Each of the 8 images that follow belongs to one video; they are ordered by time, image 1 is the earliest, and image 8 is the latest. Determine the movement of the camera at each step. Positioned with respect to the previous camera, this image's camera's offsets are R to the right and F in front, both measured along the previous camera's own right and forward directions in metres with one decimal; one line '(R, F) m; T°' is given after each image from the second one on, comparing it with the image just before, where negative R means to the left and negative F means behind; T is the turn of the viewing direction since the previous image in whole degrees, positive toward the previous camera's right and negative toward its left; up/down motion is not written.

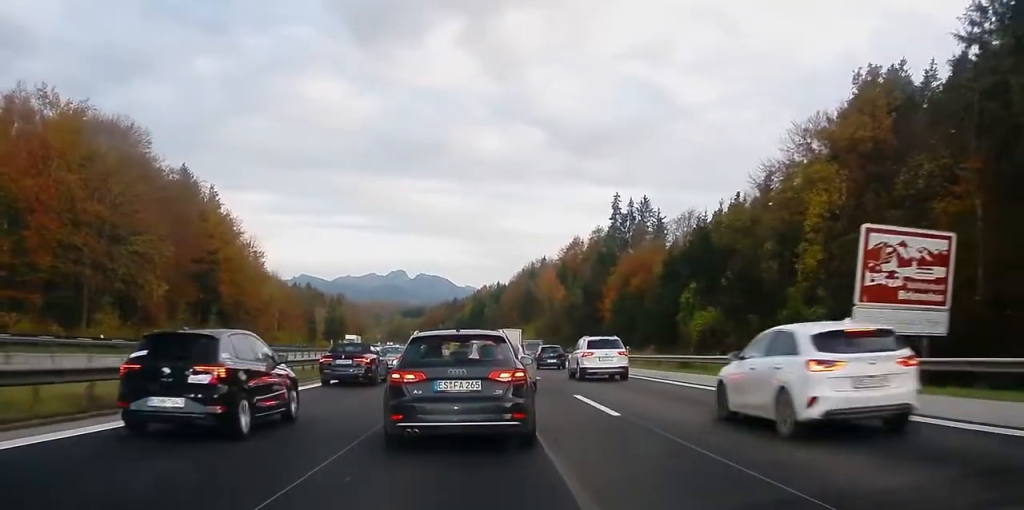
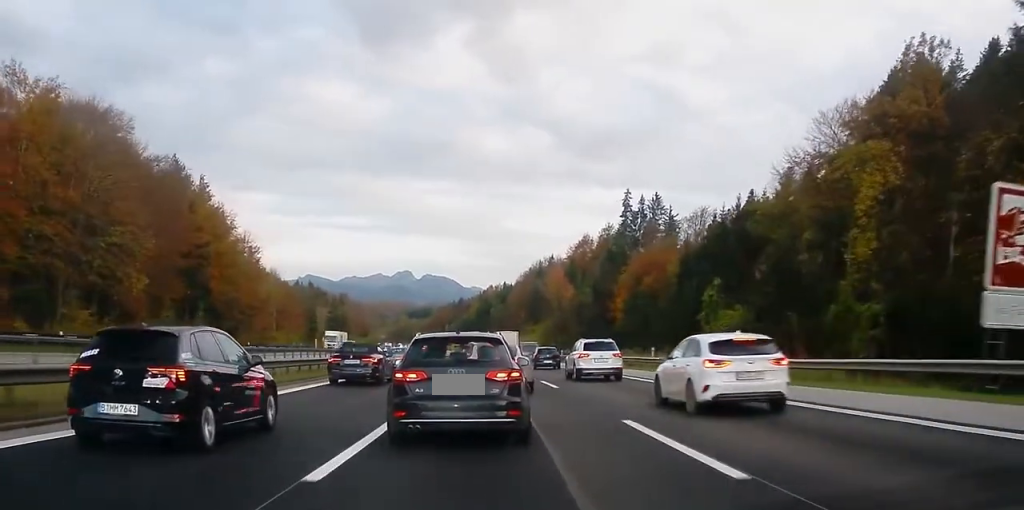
(0.0, +6.6) m; 0°
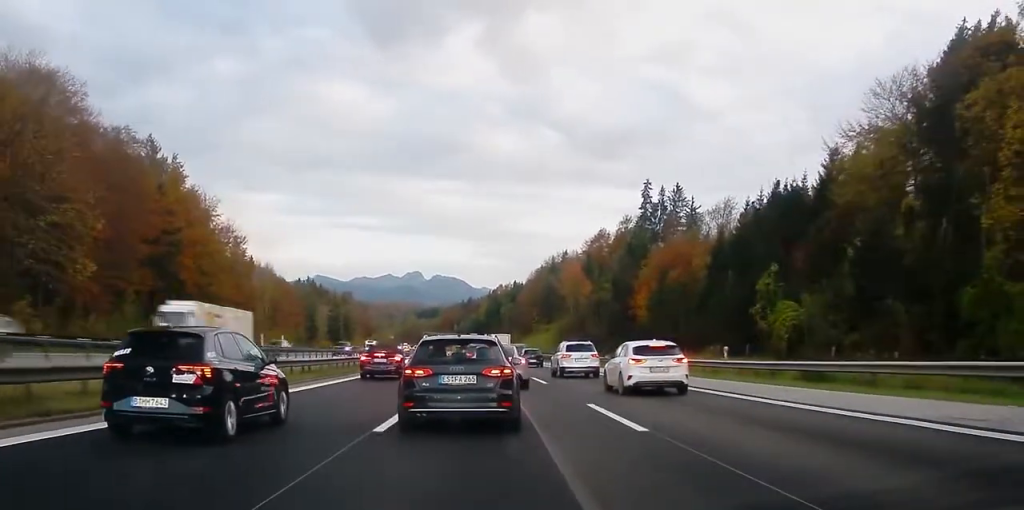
(0.0, +13.8) m; 0°
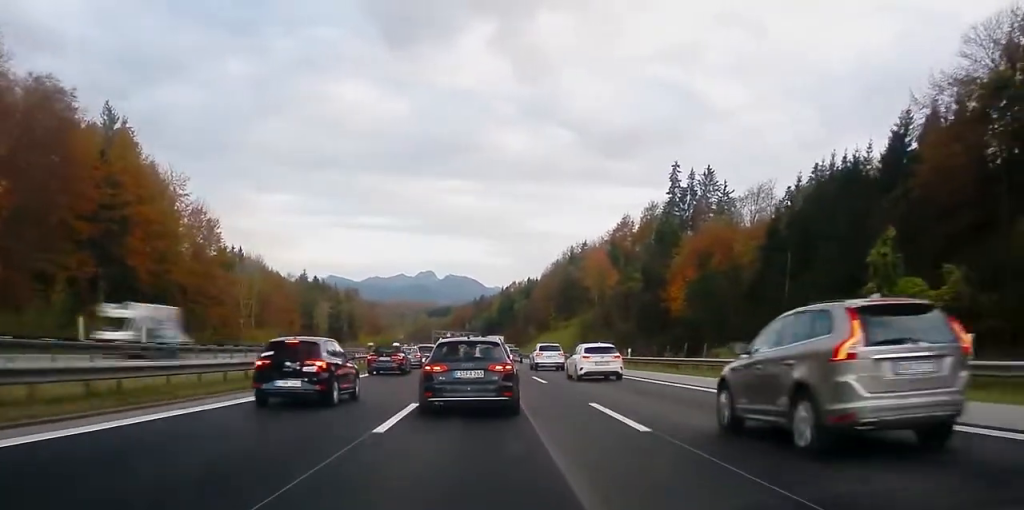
(0.0, +20.2) m; -1°
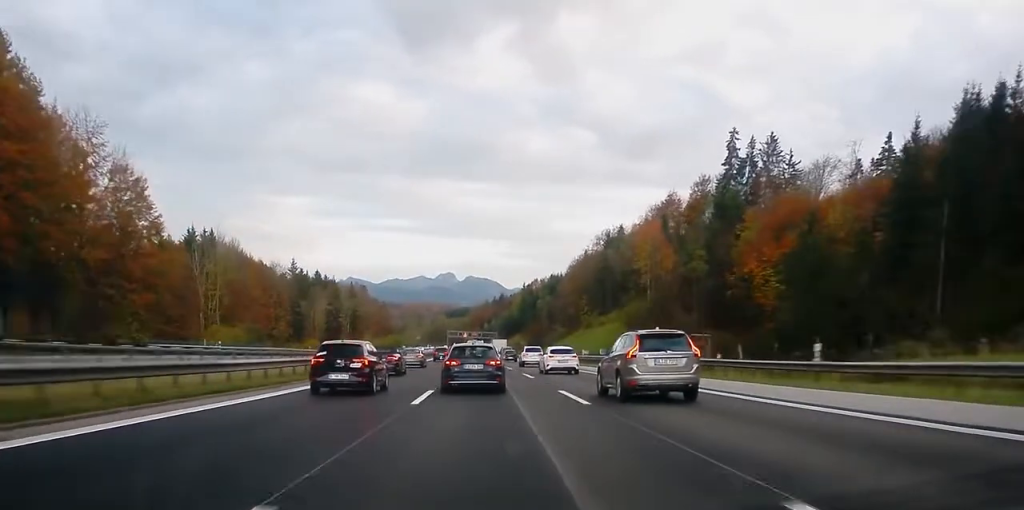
(-0.7, +36.4) m; -2°
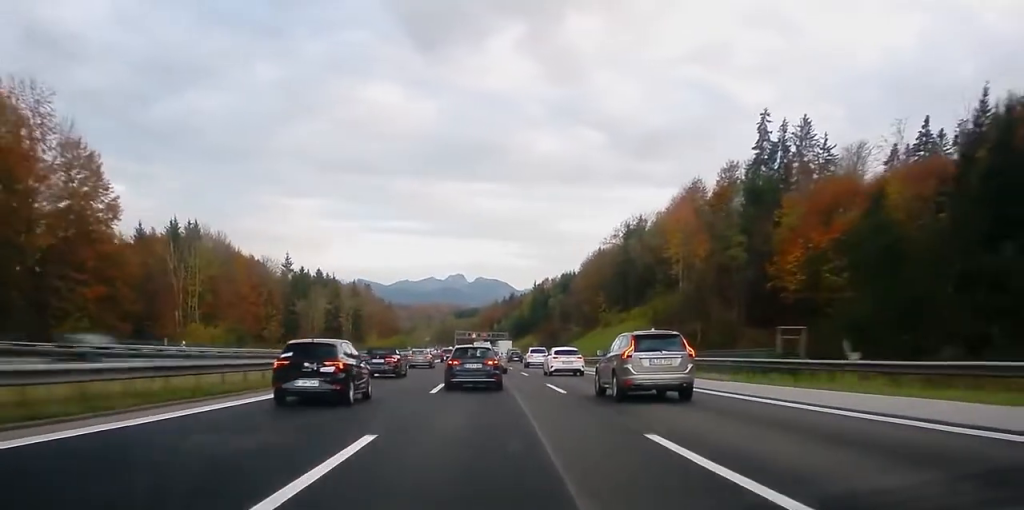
(+0.1, +12.0) m; 0°
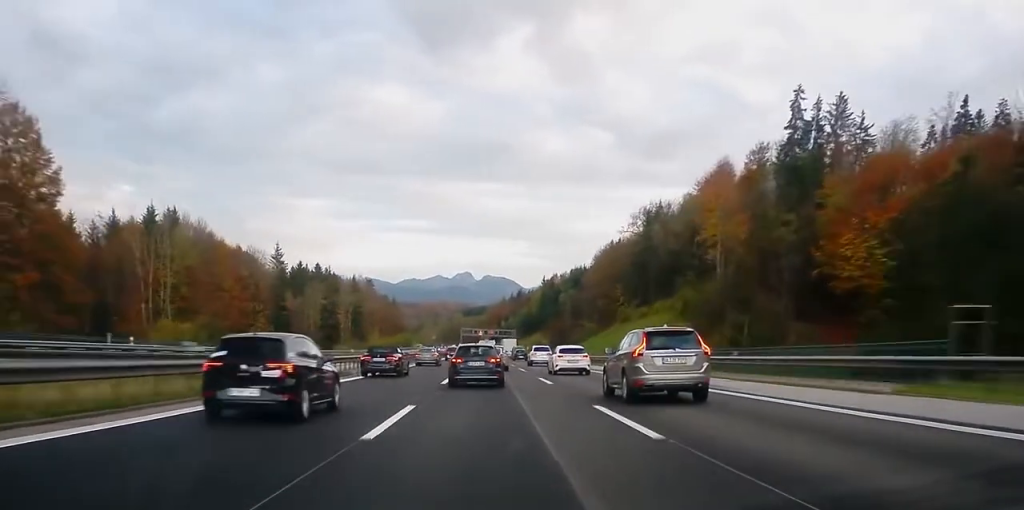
(-0.1, +12.0) m; 0°
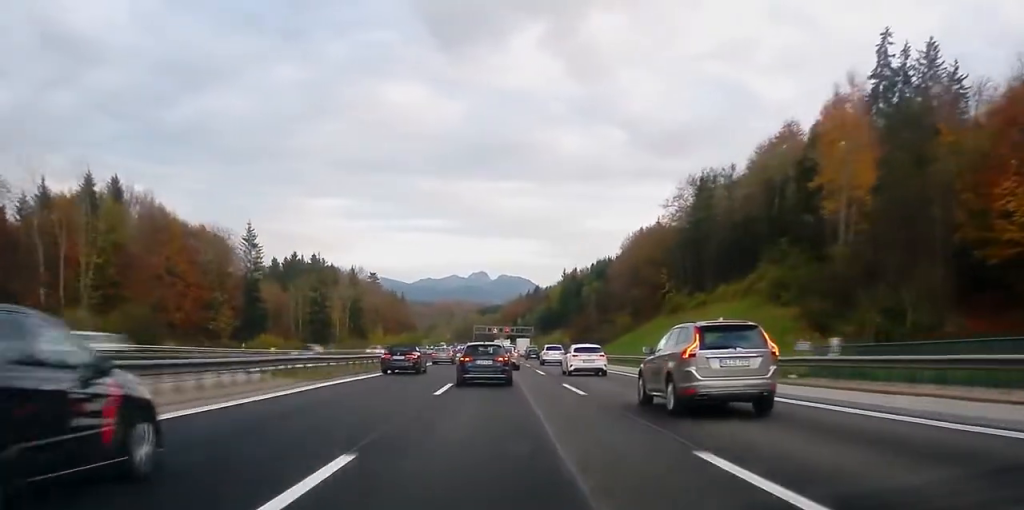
(-0.4, +23.5) m; -1°
